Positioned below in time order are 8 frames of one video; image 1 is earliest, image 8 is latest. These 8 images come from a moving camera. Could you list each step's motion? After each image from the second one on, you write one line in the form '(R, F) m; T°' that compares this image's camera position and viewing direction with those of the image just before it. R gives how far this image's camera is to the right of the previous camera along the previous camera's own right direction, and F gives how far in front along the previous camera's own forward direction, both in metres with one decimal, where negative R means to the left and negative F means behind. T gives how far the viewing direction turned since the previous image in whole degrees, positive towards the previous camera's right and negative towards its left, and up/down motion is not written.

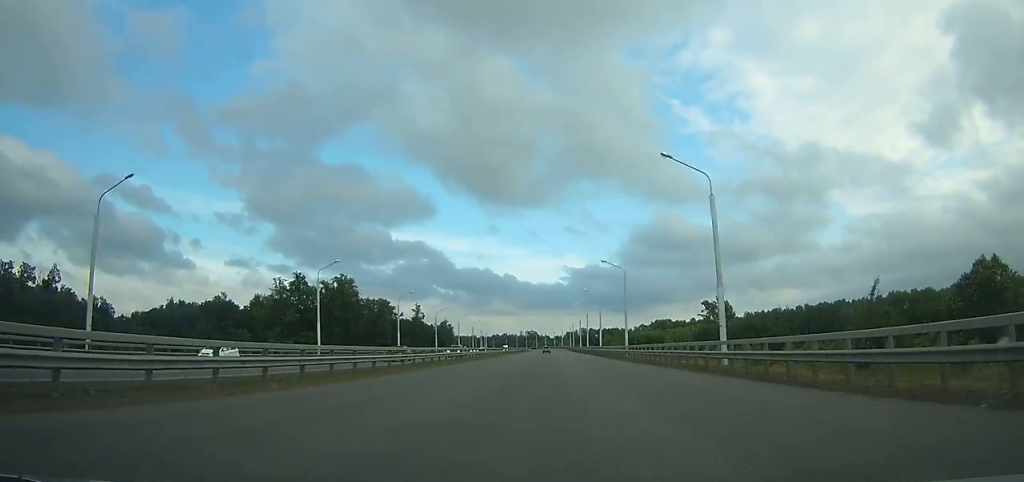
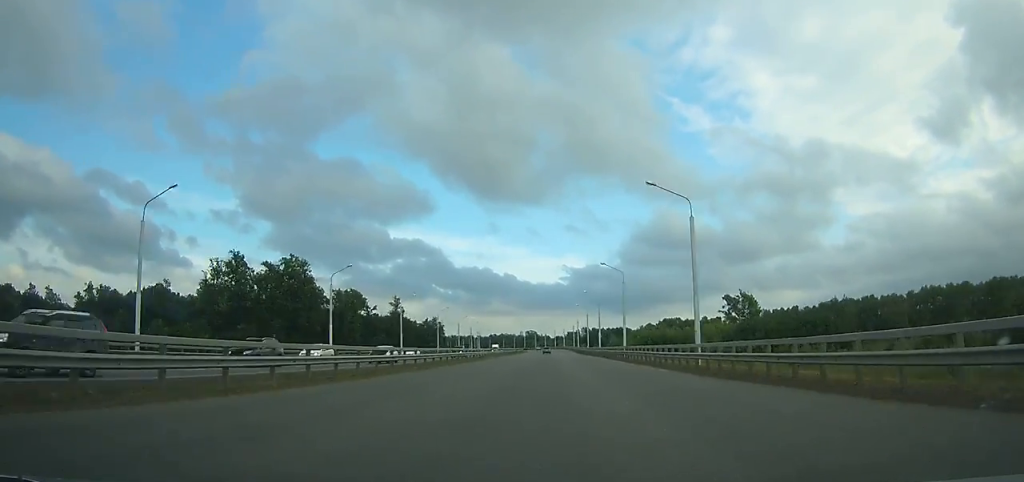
(0.0, +33.1) m; 0°
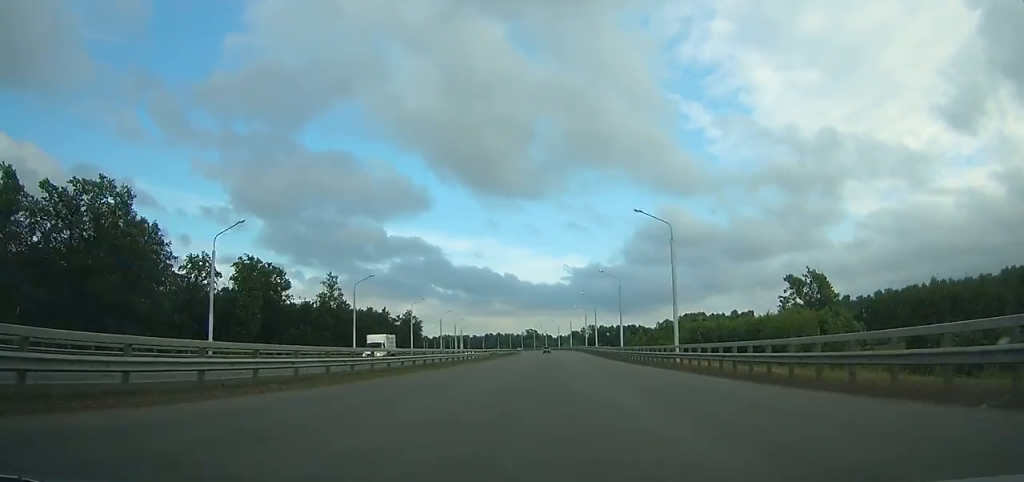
(0.0, +61.1) m; 0°
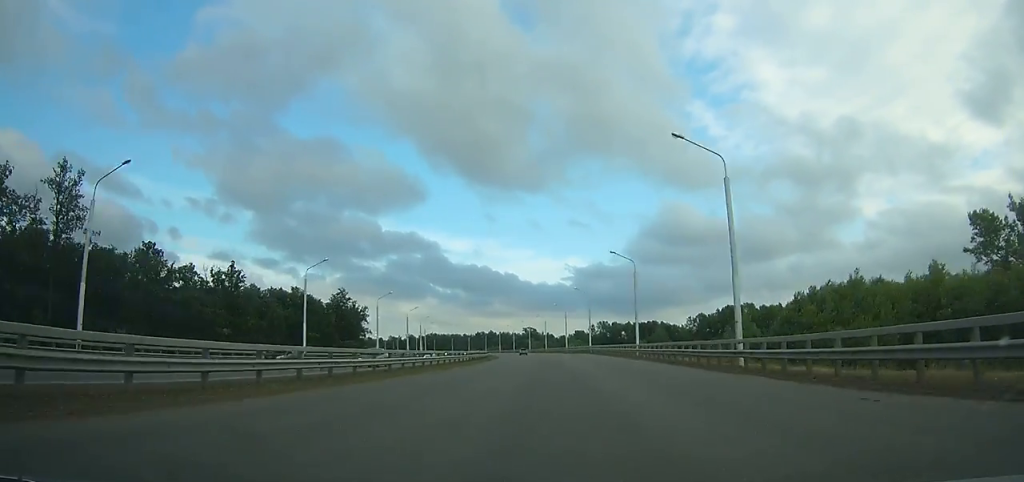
(-0.3, +83.6) m; -1°
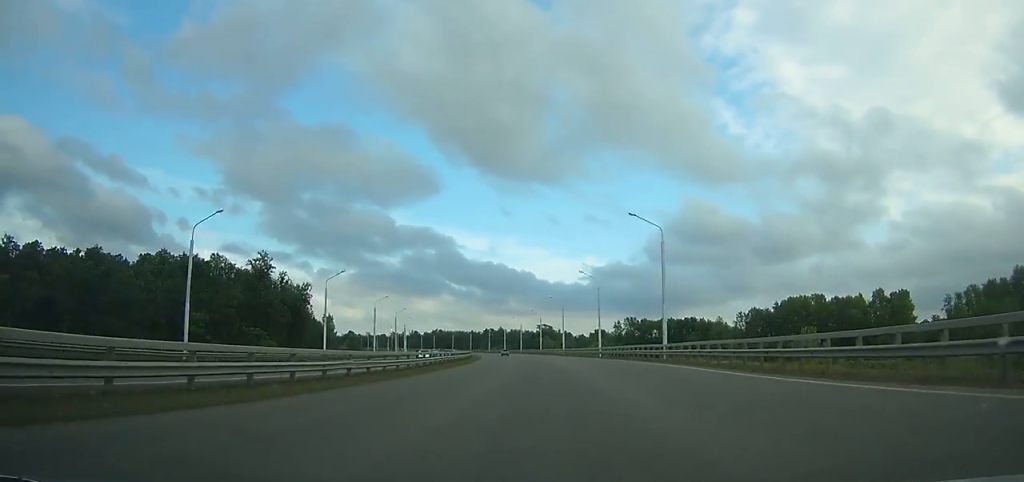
(+0.1, +58.1) m; -2°
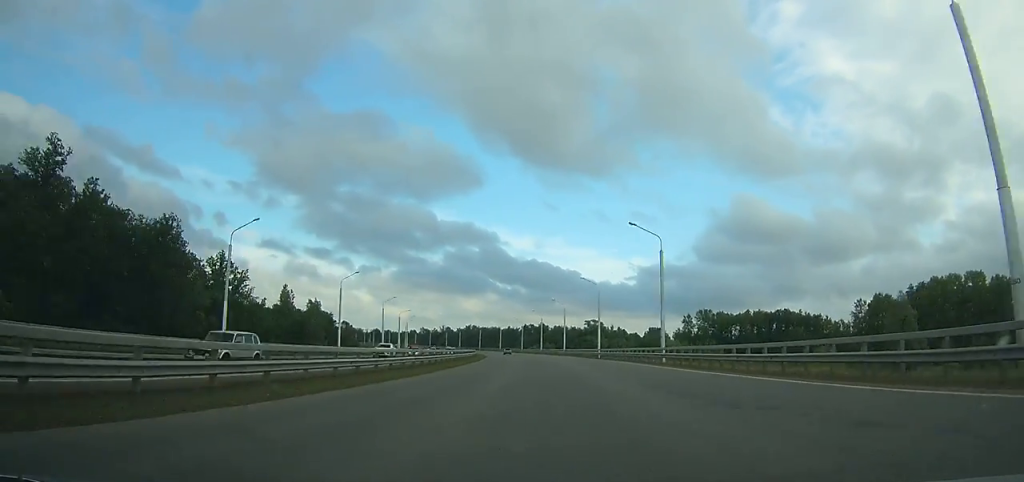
(-2.1, +65.3) m; -4°
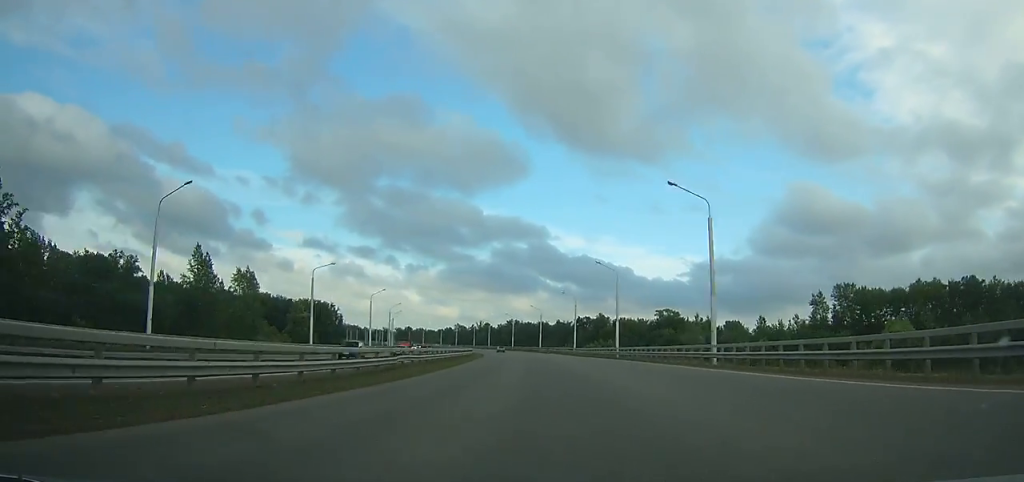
(-3.4, +82.8) m; -5°
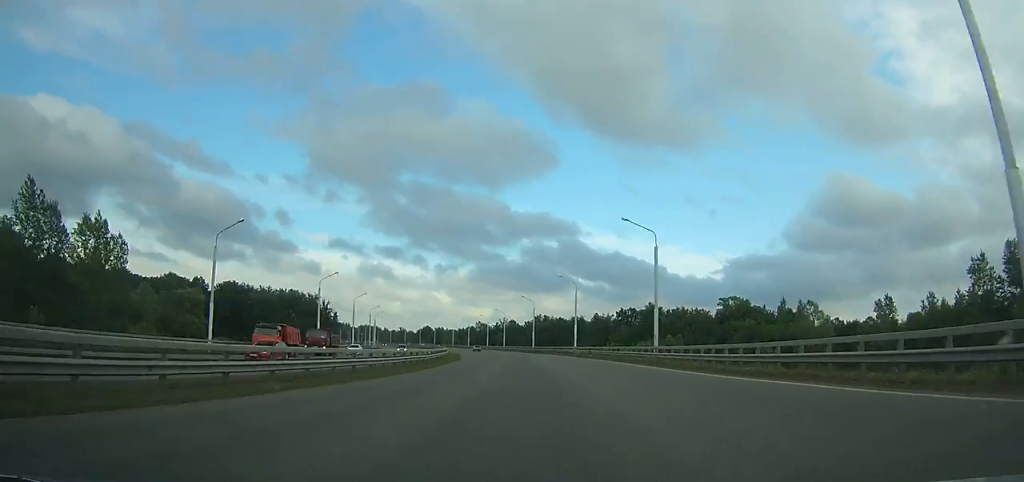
(-2.0, +60.5) m; -4°
